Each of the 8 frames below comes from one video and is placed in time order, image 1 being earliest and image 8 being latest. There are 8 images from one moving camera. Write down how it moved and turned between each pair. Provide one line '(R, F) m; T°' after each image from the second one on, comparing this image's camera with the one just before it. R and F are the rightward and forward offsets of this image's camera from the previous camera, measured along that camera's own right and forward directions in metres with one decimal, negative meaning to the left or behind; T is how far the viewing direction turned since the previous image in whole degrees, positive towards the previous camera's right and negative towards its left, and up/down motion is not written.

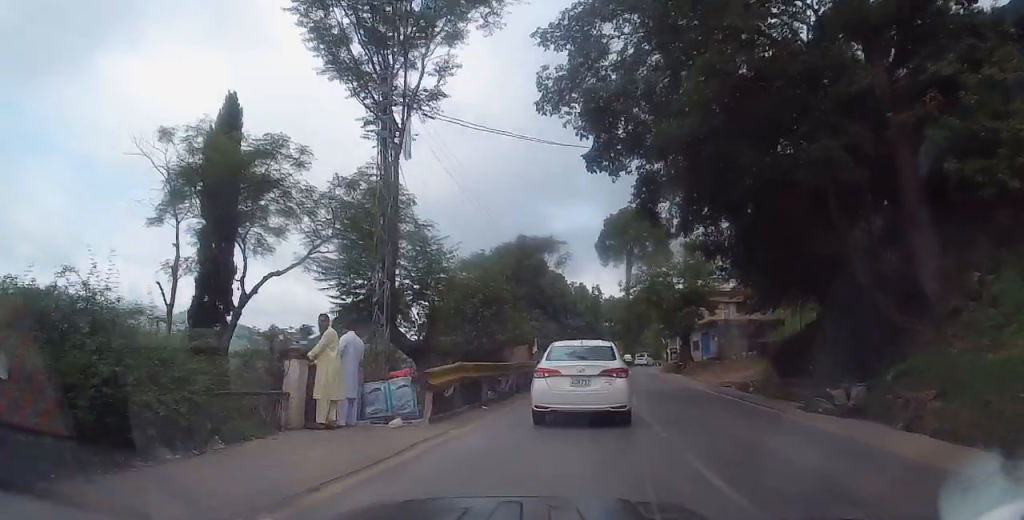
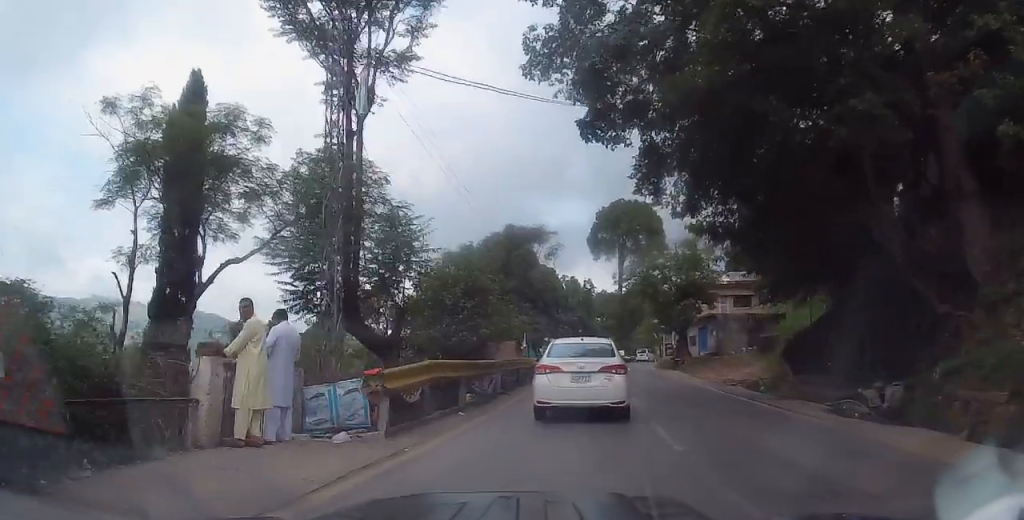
(+0.1, +2.3) m; +1°
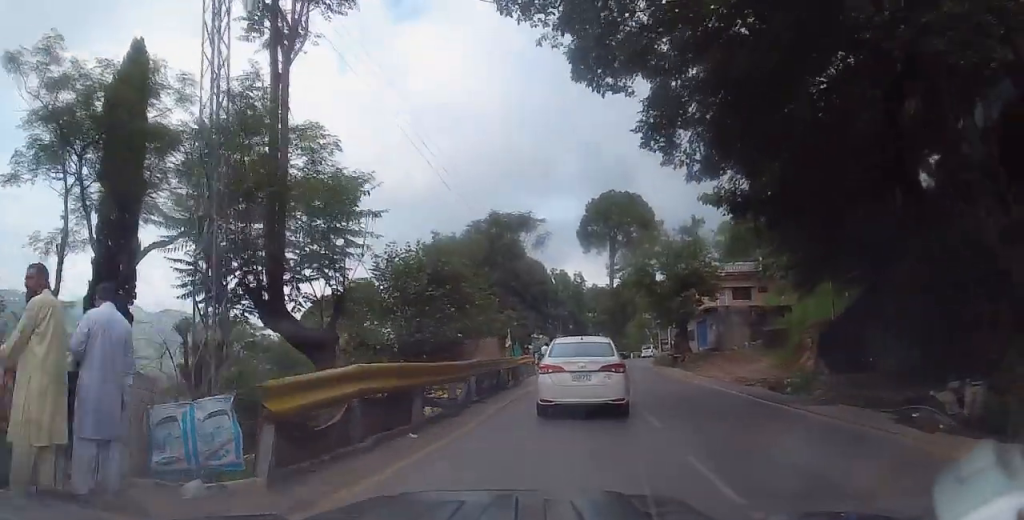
(+0.3, +3.3) m; 0°
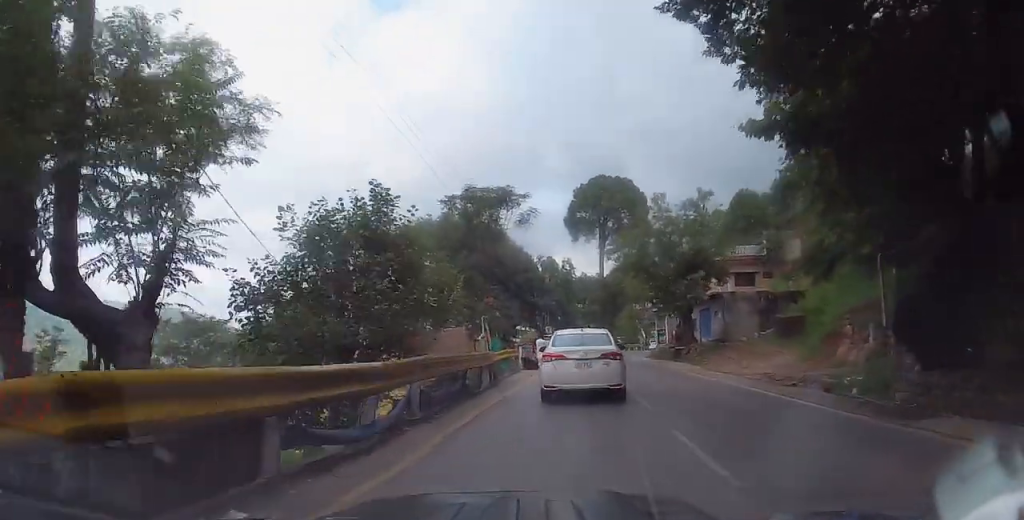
(-0.4, +5.0) m; -2°
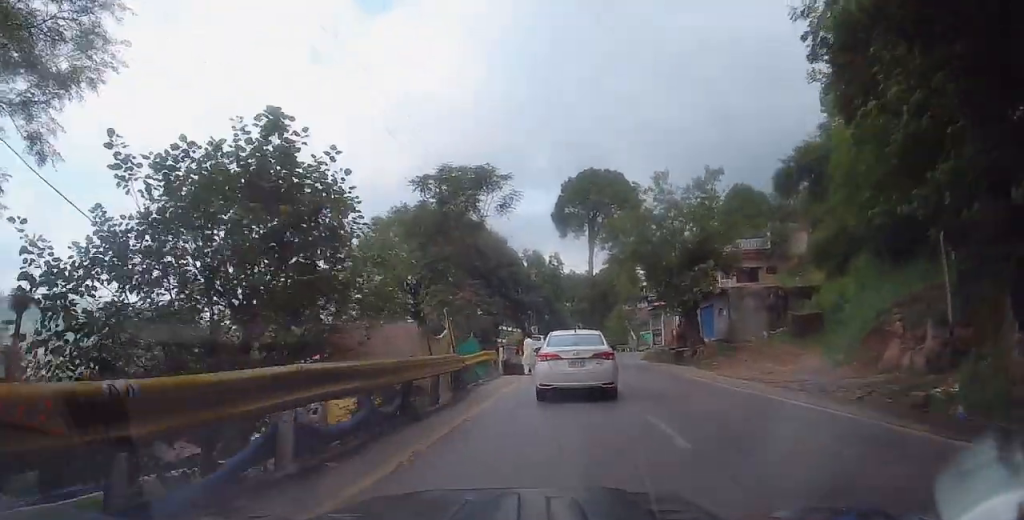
(+0.1, +4.3) m; +3°
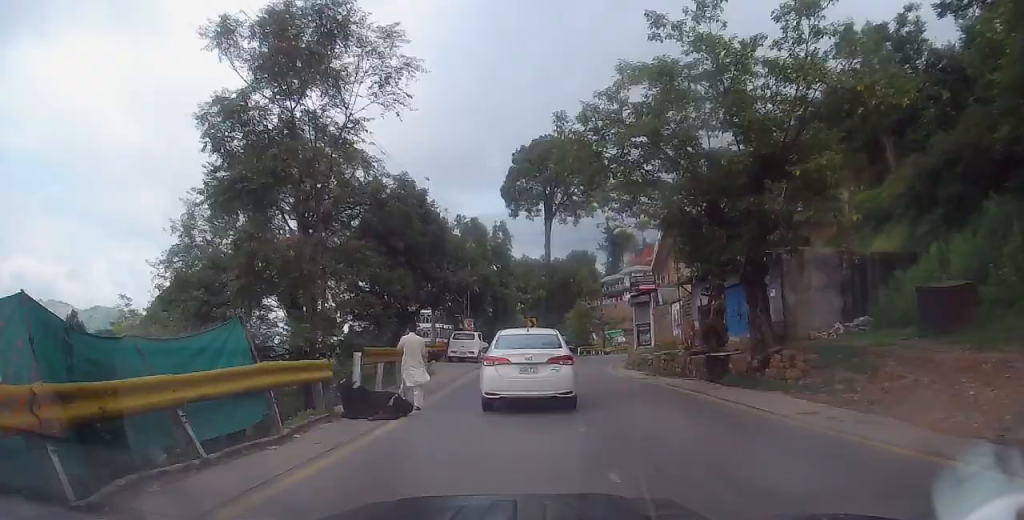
(+0.9, +14.7) m; +5°
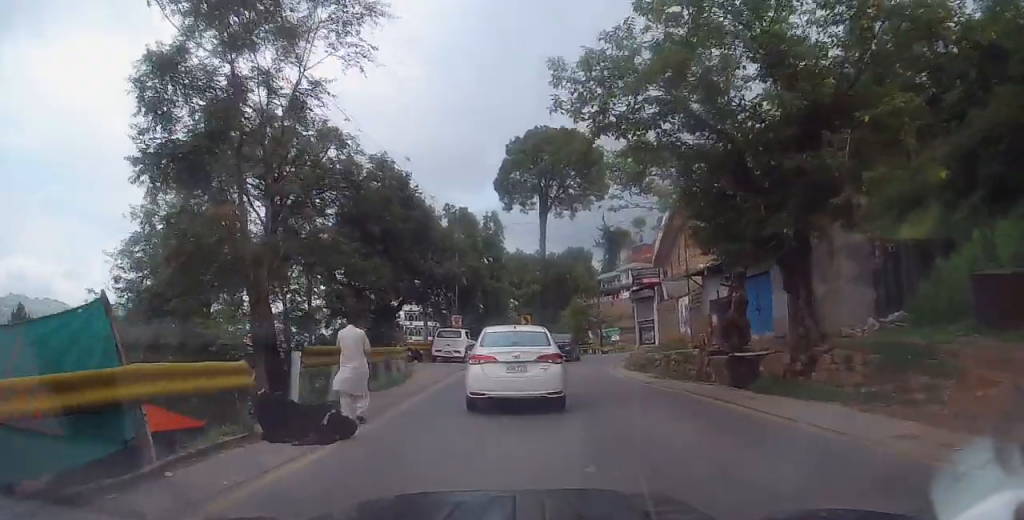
(0.0, +2.9) m; 0°
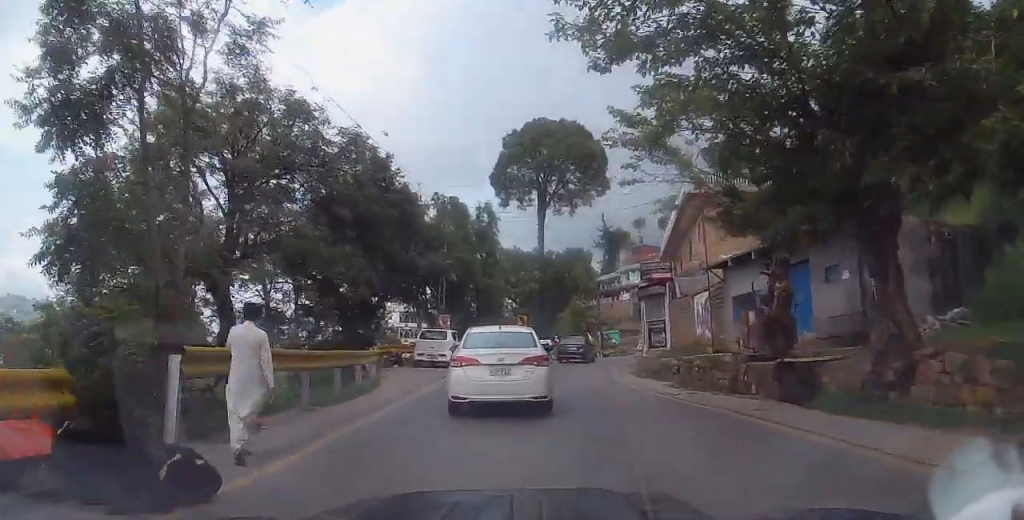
(0.0, +3.4) m; -1°
